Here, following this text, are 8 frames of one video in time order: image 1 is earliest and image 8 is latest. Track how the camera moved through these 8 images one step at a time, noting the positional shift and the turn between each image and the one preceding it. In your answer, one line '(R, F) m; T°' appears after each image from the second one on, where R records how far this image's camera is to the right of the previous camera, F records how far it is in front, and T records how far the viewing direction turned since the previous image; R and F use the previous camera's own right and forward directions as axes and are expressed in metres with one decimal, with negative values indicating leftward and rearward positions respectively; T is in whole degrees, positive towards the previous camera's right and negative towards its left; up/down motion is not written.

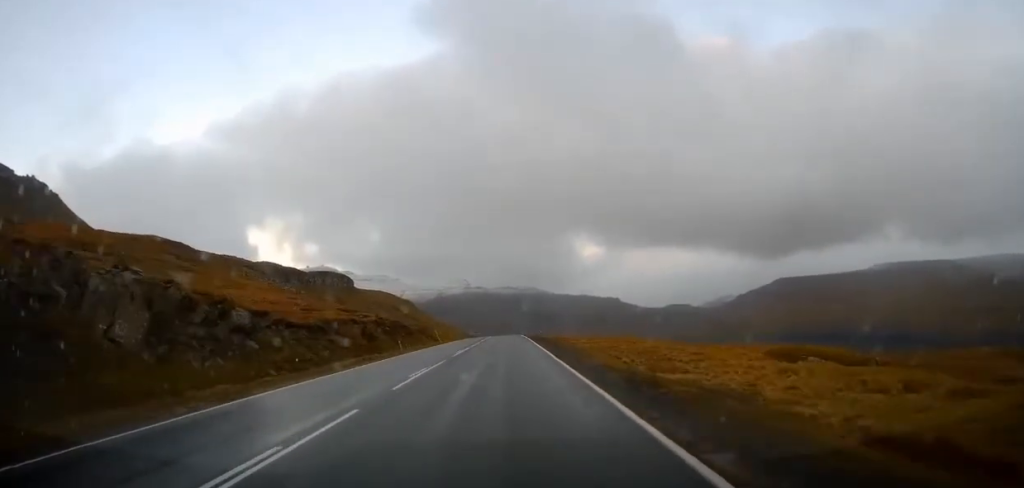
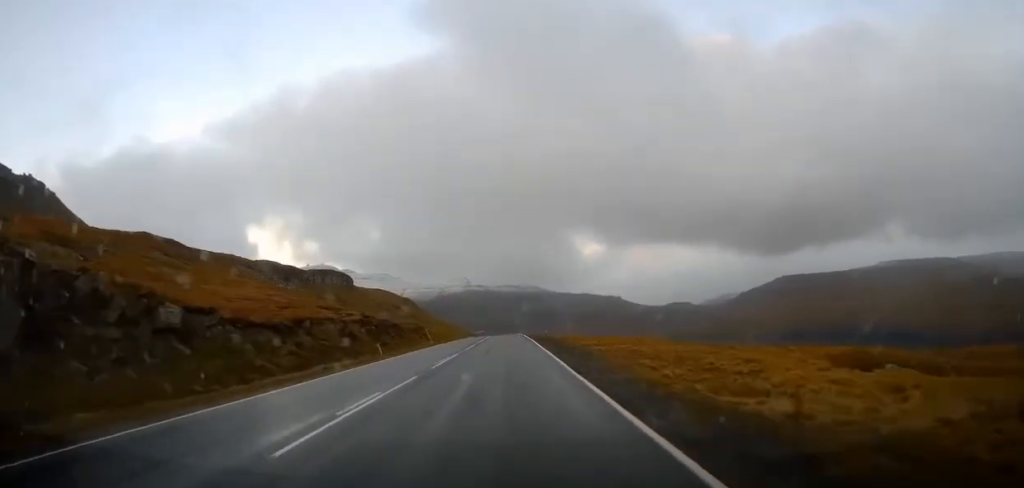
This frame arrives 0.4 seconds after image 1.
(0.0, +6.5) m; +1°
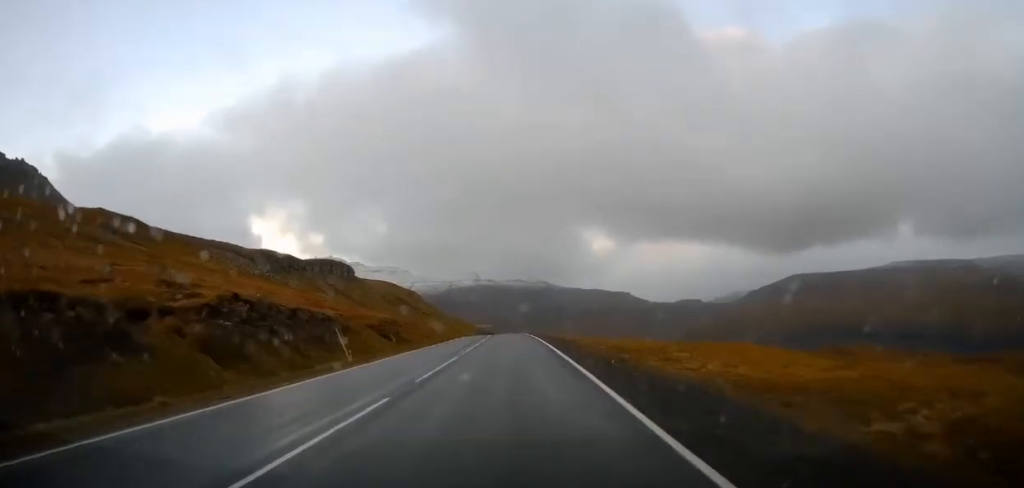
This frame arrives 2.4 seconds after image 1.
(+0.8, +28.7) m; +1°
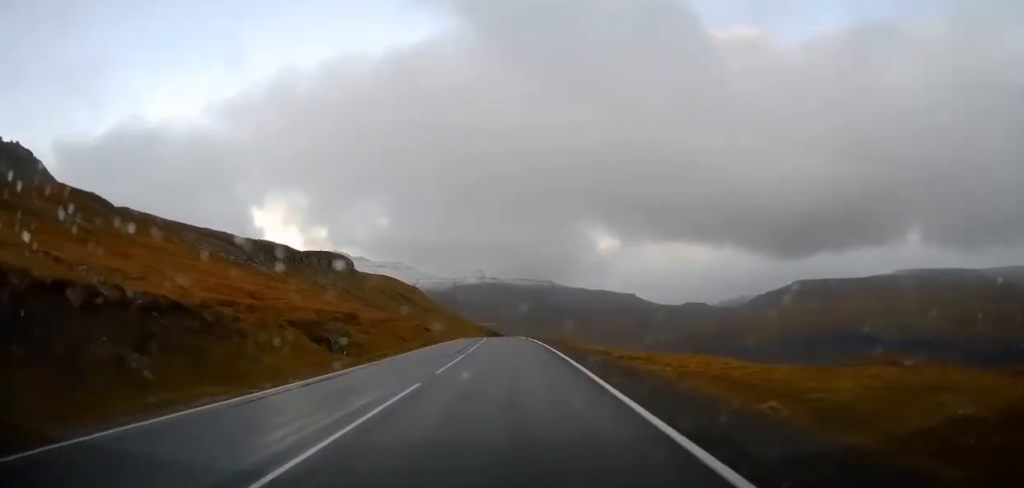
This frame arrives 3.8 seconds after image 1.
(-1.0, +21.1) m; -3°
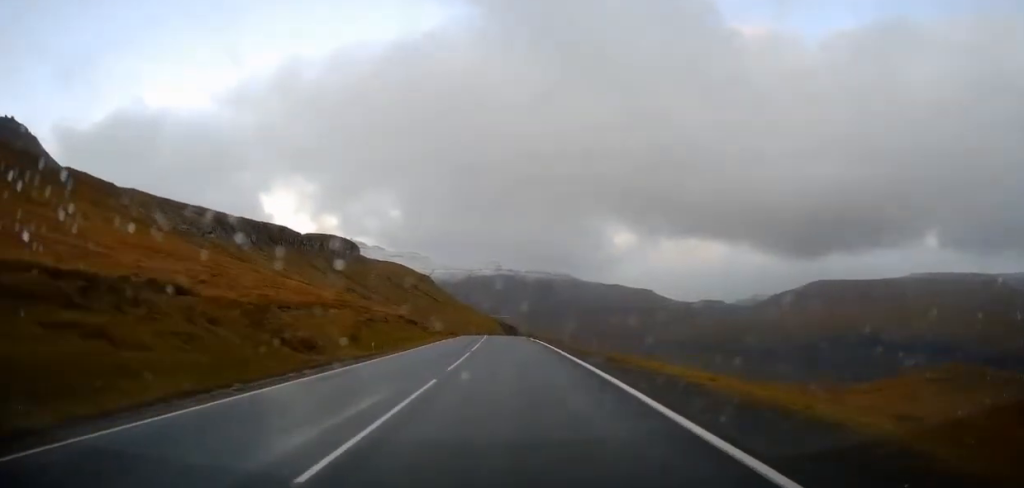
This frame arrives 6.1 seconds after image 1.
(+0.2, +35.0) m; -1°
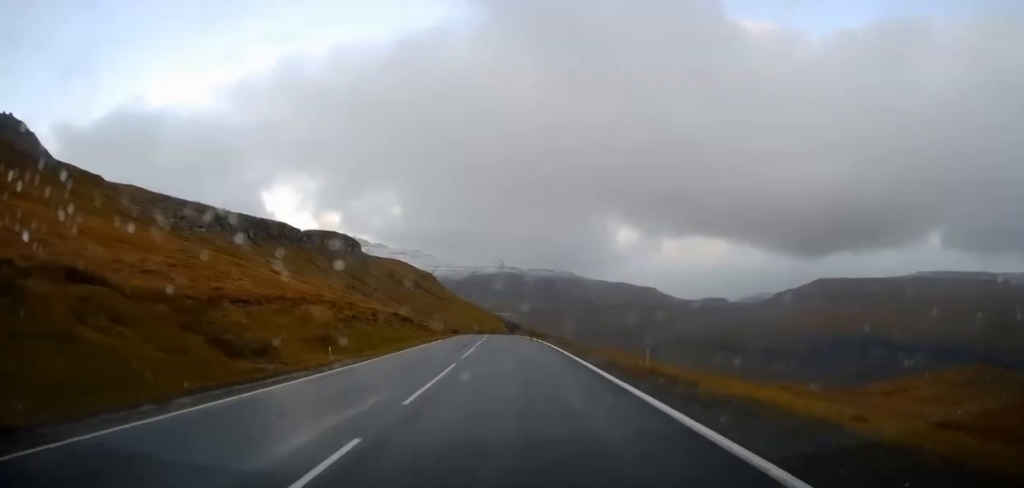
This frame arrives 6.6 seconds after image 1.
(-0.1, +7.1) m; -1°
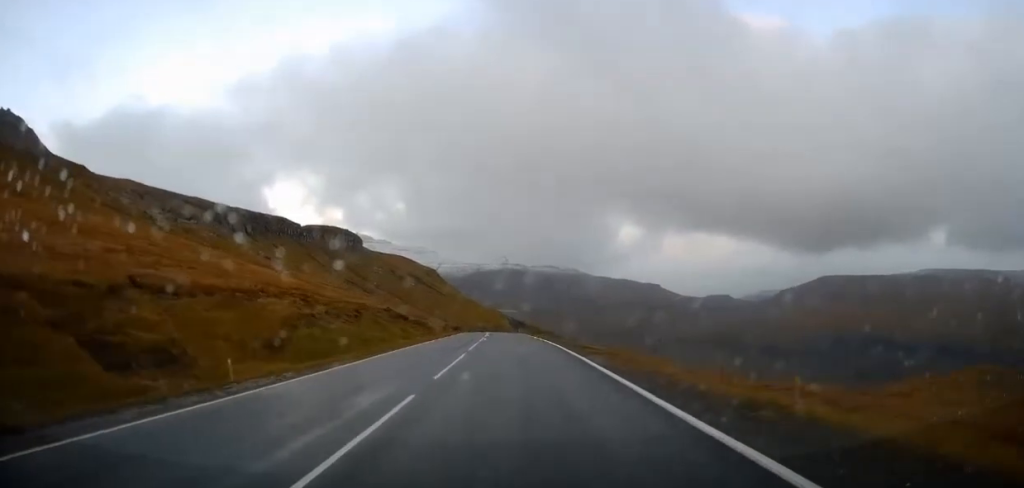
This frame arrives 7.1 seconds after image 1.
(0.0, +8.1) m; -1°
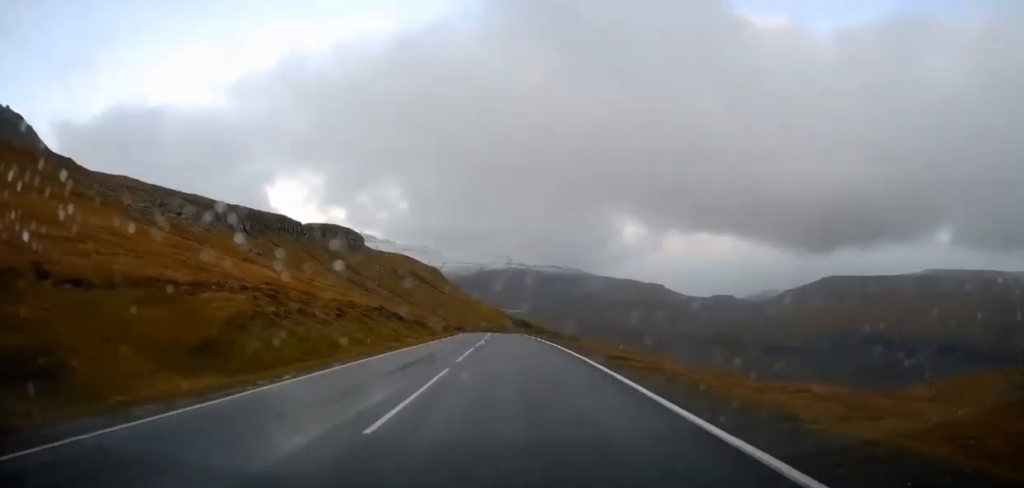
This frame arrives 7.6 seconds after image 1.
(-0.1, +6.6) m; 0°
